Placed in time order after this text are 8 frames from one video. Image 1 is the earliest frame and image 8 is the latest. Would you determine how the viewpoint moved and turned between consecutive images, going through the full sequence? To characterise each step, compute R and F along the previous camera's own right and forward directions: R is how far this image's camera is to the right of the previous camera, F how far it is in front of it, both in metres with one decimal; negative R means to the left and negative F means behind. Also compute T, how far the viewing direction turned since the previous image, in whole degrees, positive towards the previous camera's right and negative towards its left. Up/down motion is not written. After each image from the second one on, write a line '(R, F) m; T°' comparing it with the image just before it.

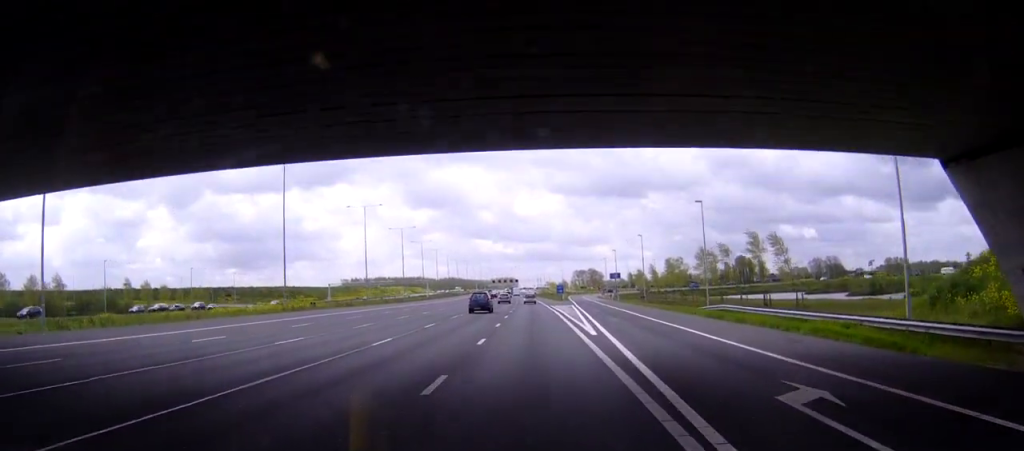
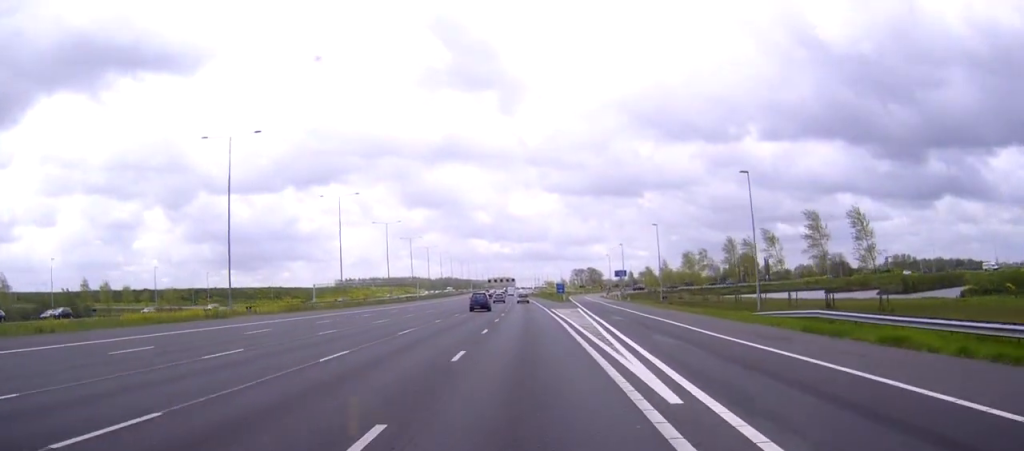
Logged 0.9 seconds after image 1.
(0.0, +17.6) m; 0°
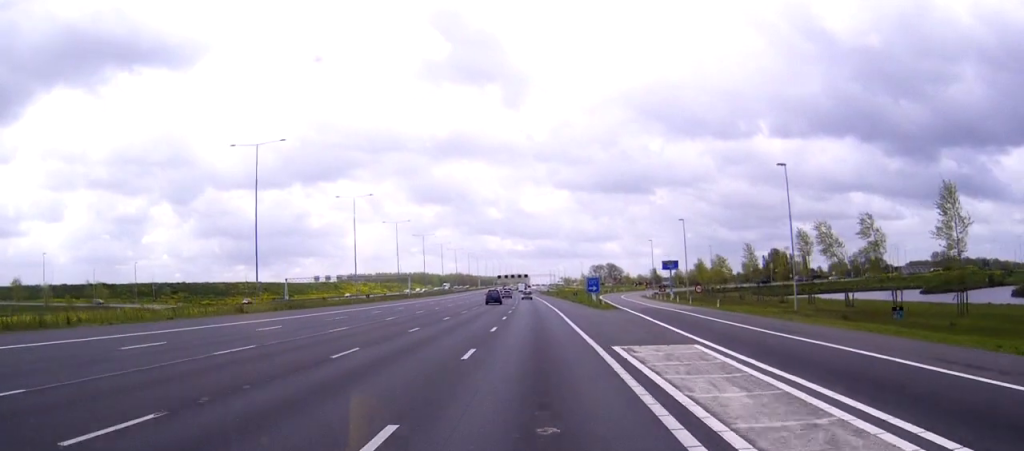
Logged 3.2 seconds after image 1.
(0.0, +47.3) m; -1°
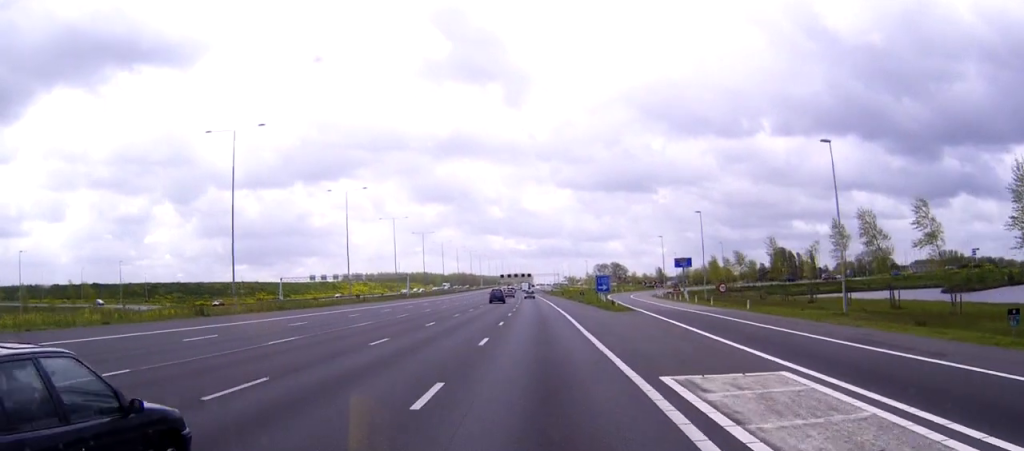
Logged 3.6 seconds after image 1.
(-0.1, +8.1) m; 0°
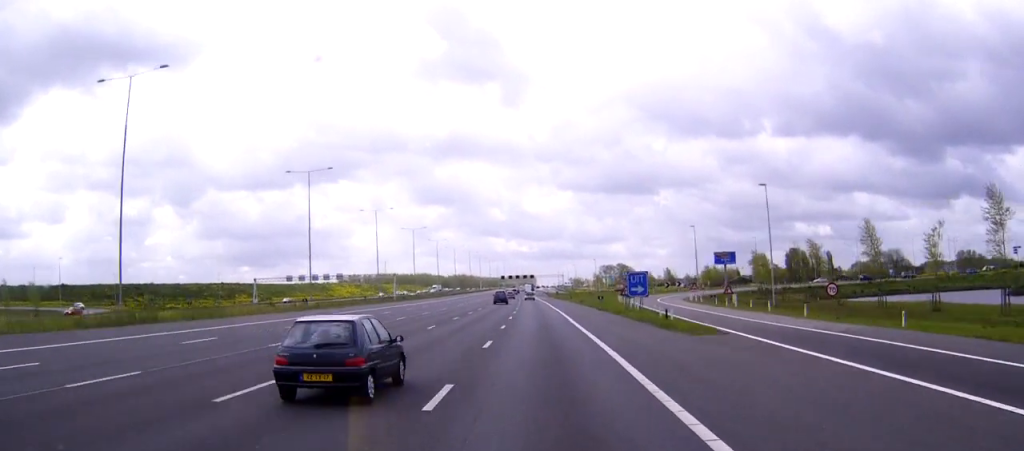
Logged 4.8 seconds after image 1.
(-0.2, +24.4) m; -1°
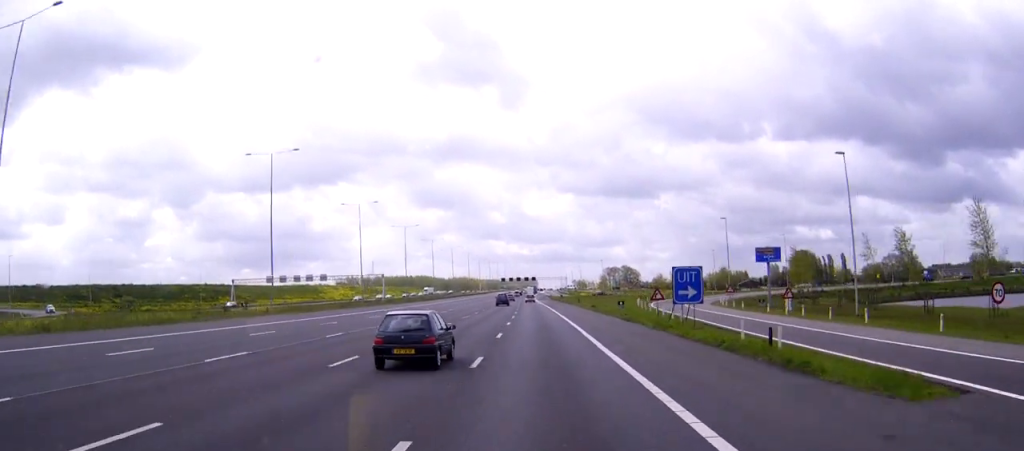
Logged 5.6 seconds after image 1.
(0.0, +16.8) m; 0°
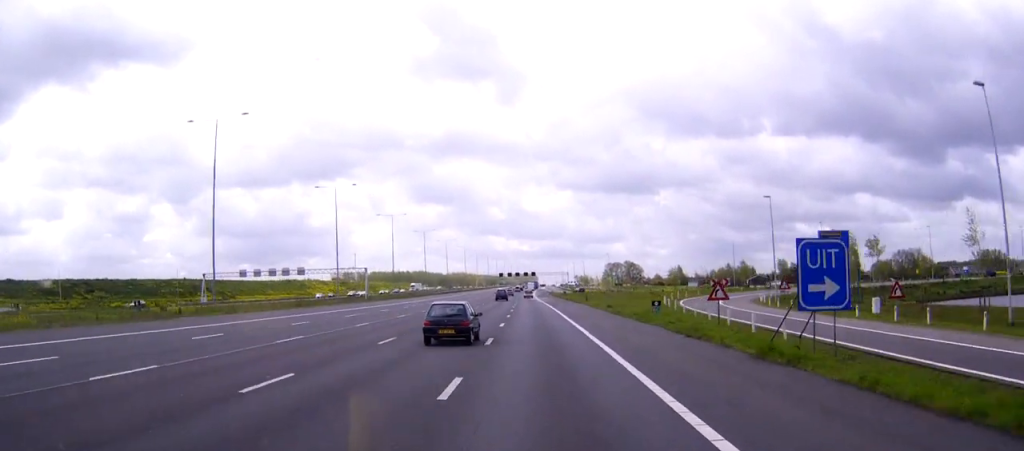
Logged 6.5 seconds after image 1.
(0.0, +17.4) m; 0°
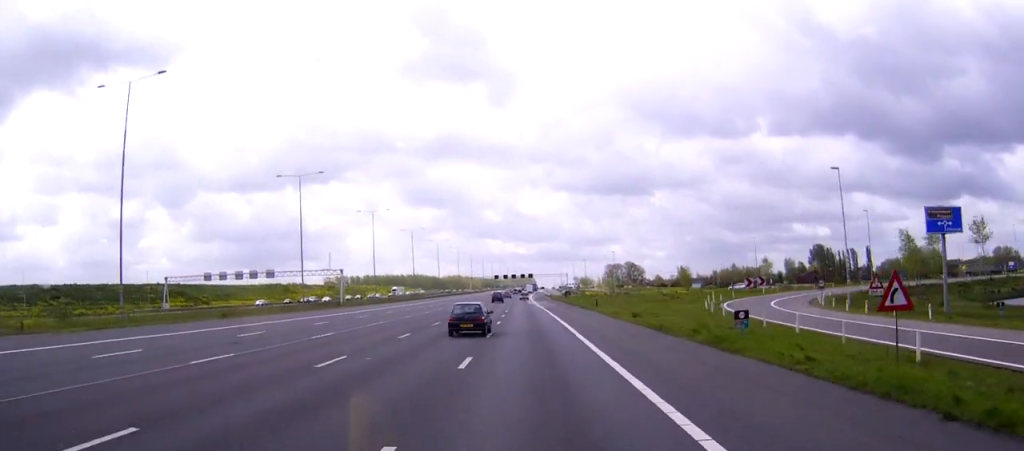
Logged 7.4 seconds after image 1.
(+0.1, +18.1) m; 0°
